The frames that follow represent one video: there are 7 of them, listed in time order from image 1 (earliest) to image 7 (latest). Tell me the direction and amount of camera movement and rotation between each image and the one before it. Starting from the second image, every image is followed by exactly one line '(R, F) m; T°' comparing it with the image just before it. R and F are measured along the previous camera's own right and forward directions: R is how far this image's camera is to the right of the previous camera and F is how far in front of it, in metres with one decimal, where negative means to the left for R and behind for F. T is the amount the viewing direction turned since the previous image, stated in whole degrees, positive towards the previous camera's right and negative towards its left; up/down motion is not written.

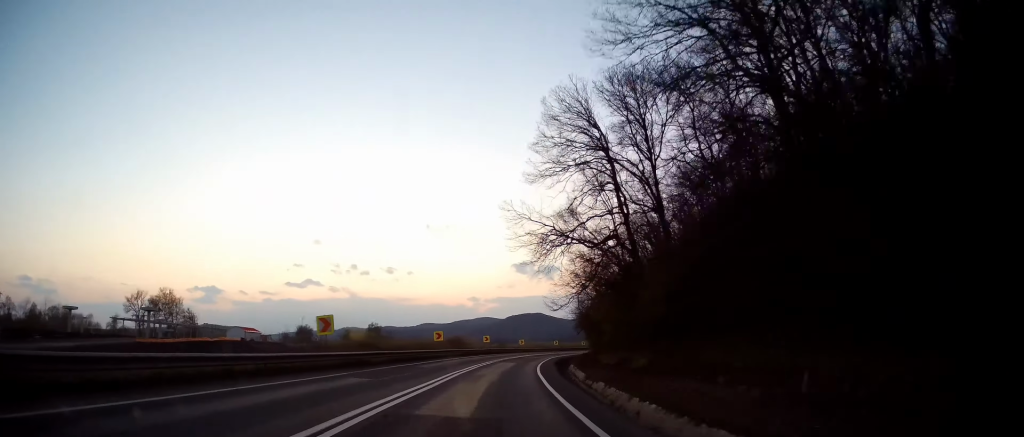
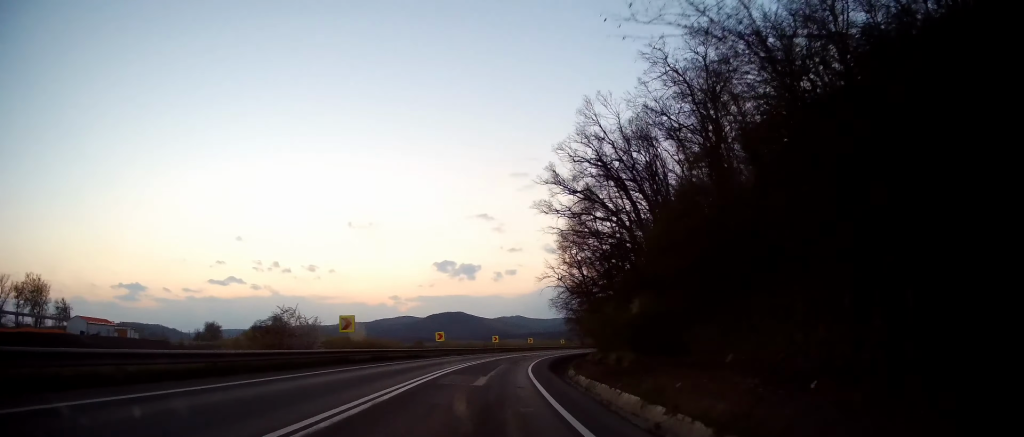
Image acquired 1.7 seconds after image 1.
(+2.7, +45.1) m; +8°
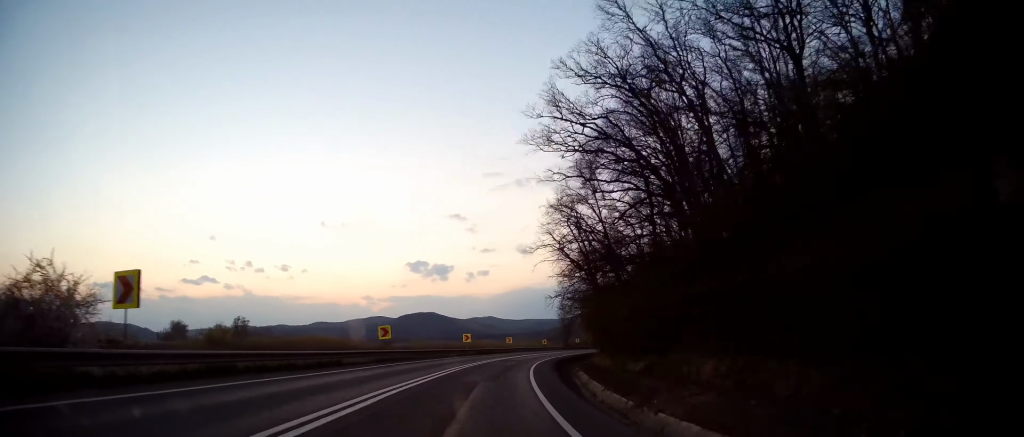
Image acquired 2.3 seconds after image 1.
(+0.6, +17.0) m; +3°
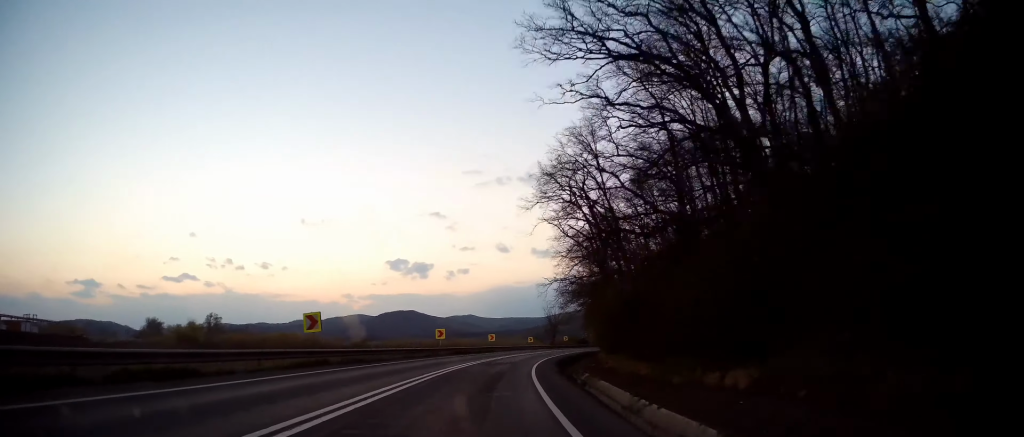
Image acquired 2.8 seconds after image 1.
(+0.3, +11.6) m; +2°
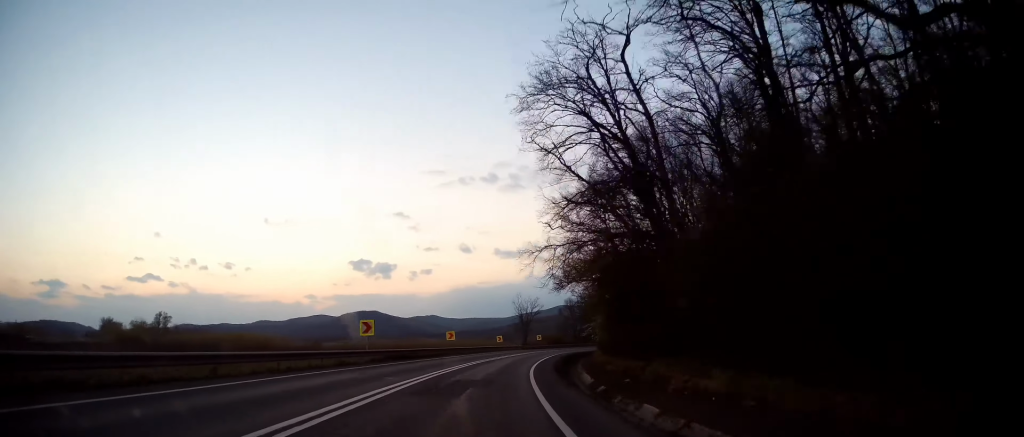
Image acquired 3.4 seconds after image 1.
(+0.5, +17.9) m; +3°
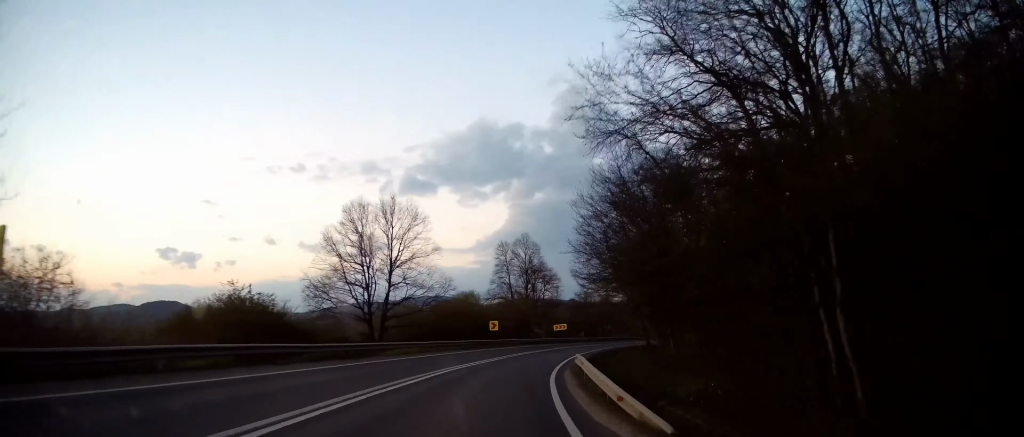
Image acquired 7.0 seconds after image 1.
(+15.2, +93.1) m; +20°
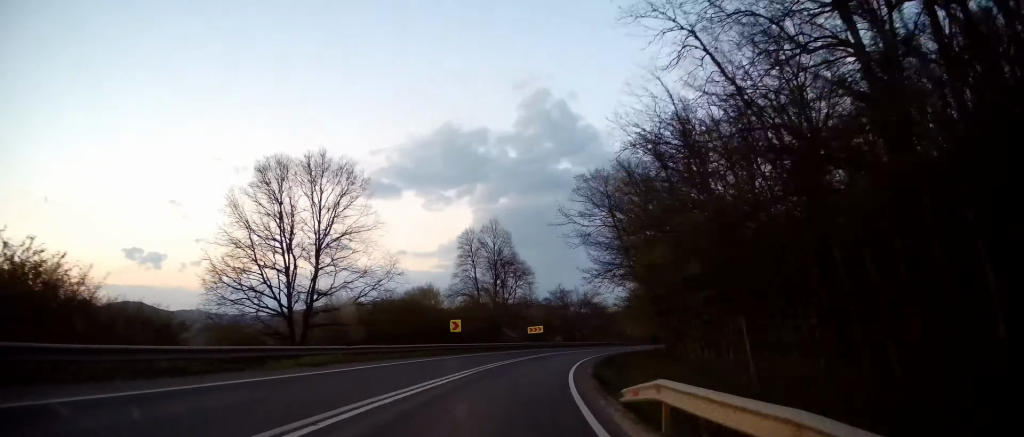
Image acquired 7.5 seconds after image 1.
(+0.8, +12.2) m; +4°
